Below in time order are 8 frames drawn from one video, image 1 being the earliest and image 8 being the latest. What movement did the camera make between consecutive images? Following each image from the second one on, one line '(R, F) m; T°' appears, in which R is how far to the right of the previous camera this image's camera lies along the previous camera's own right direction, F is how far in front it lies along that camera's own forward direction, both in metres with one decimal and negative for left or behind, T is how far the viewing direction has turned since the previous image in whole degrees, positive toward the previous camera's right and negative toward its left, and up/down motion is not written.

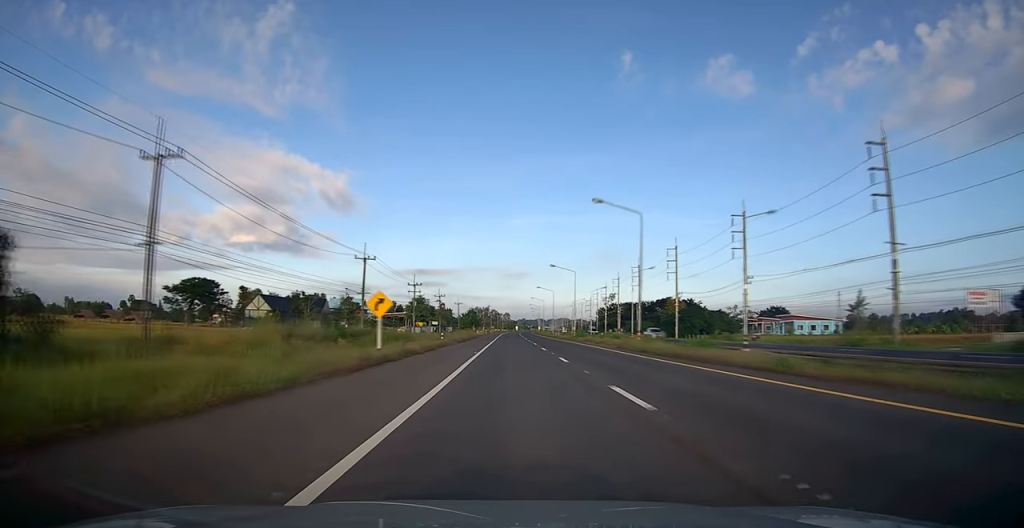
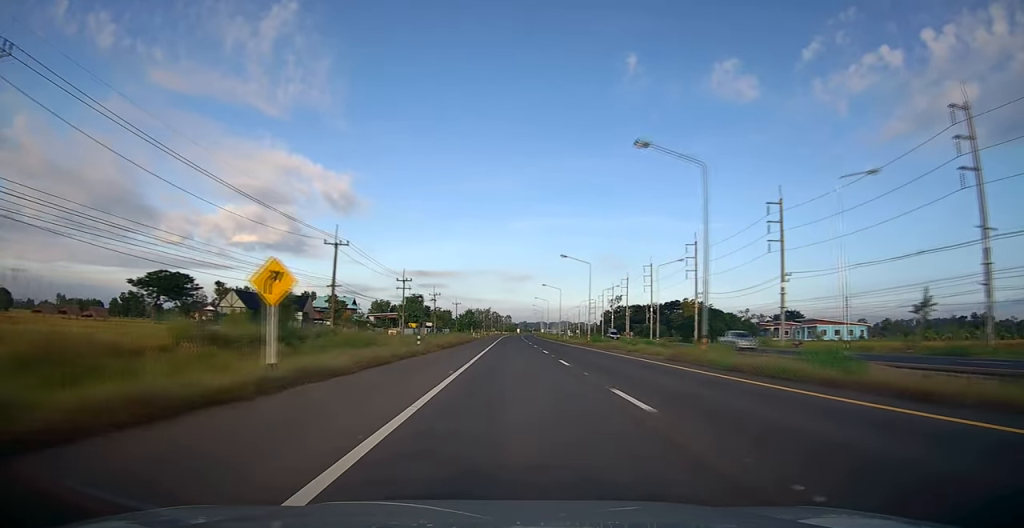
(+0.1, +12.0) m; 0°
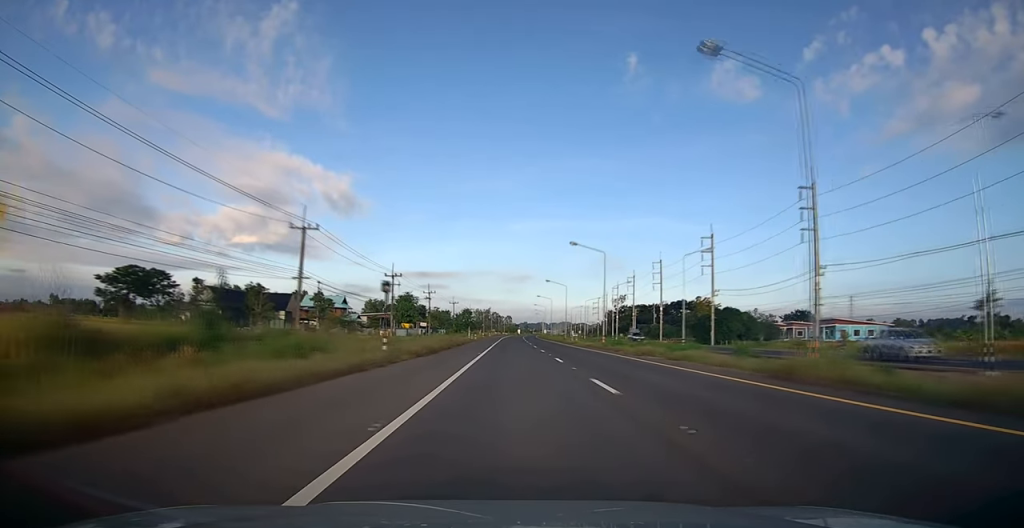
(+0.1, +9.0) m; 0°
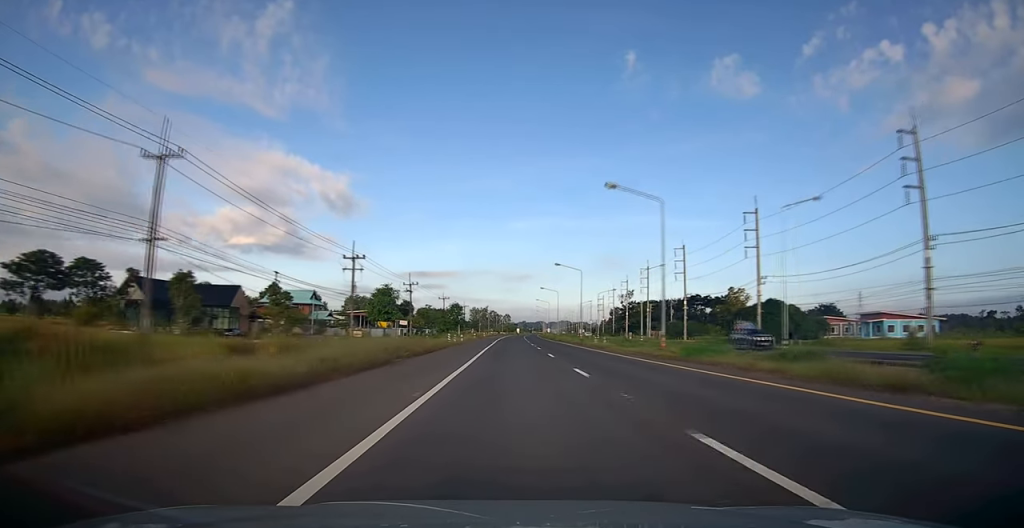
(-0.1, +20.2) m; 0°
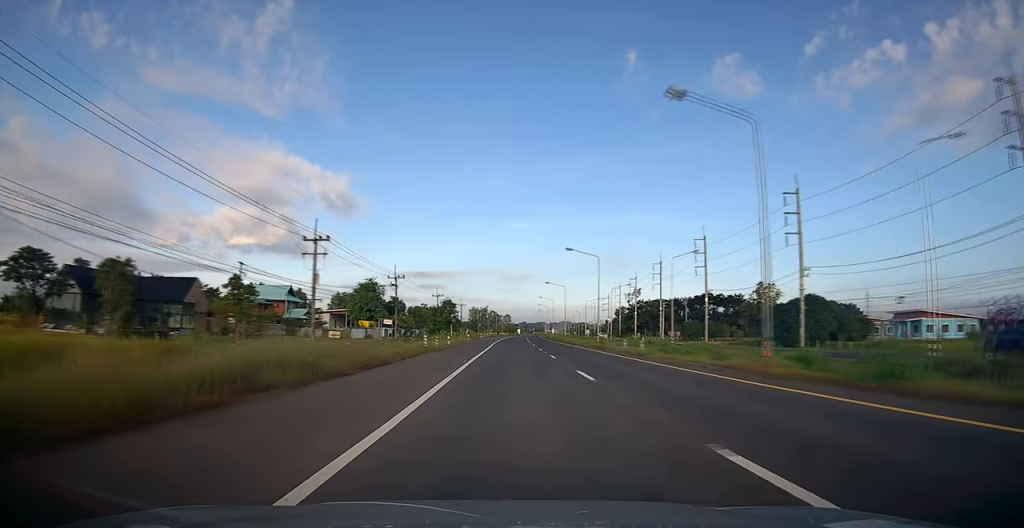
(+0.1, +12.8) m; -1°
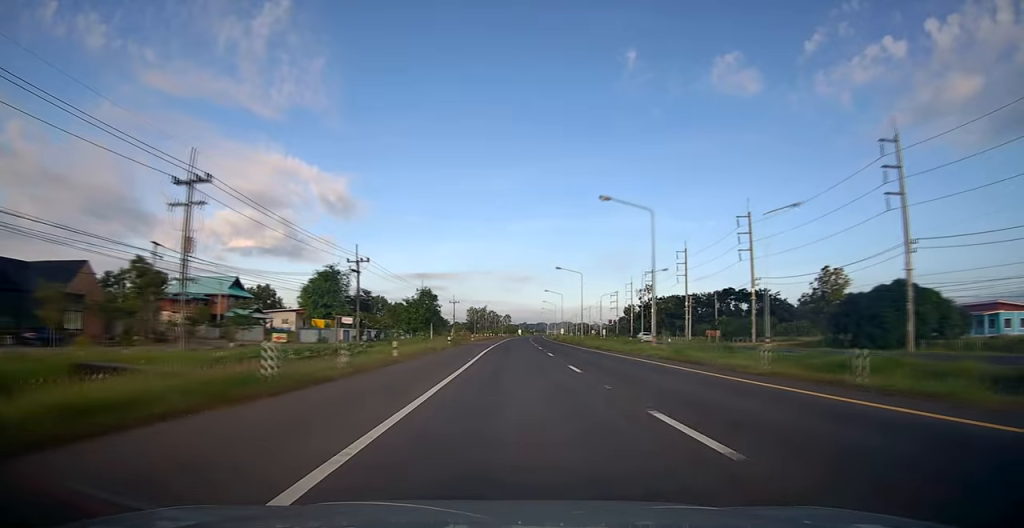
(-0.3, +21.1) m; -1°
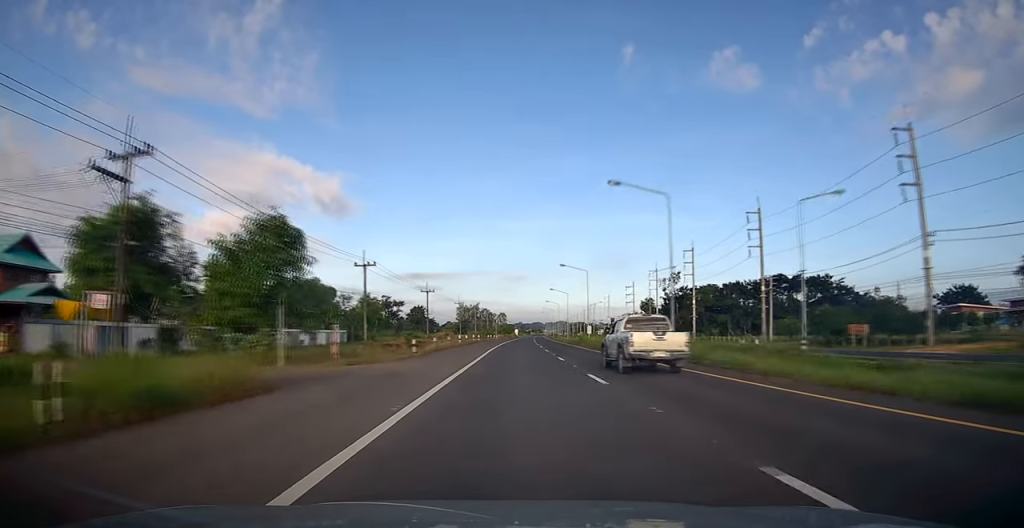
(+0.9, +39.7) m; +2°
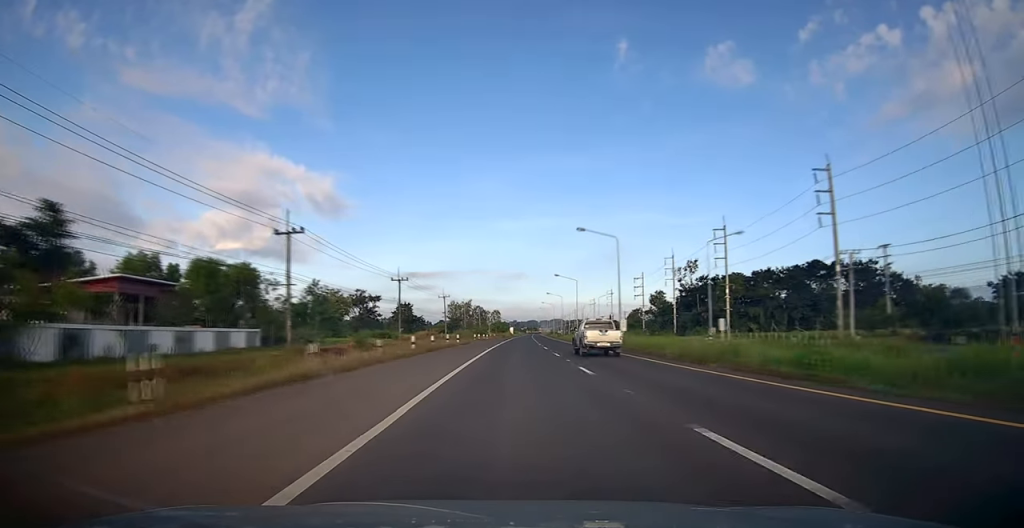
(0.0, +21.7) m; 0°
